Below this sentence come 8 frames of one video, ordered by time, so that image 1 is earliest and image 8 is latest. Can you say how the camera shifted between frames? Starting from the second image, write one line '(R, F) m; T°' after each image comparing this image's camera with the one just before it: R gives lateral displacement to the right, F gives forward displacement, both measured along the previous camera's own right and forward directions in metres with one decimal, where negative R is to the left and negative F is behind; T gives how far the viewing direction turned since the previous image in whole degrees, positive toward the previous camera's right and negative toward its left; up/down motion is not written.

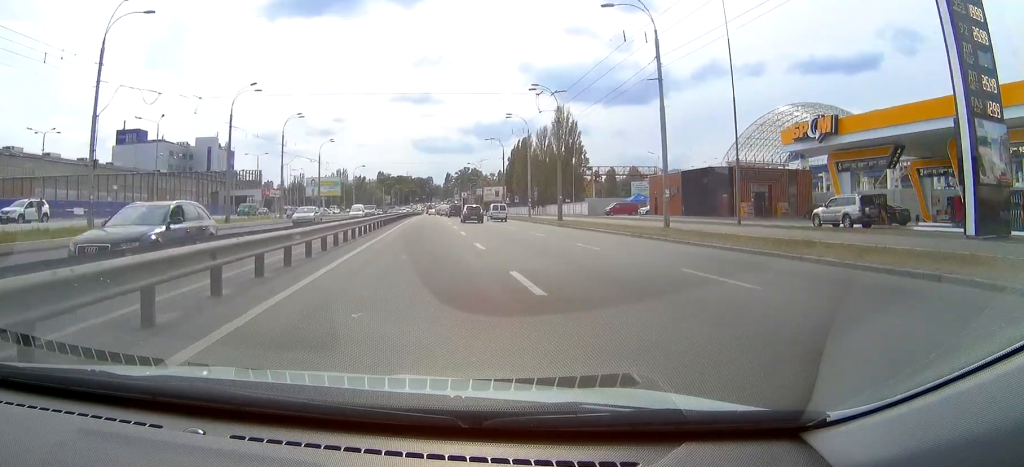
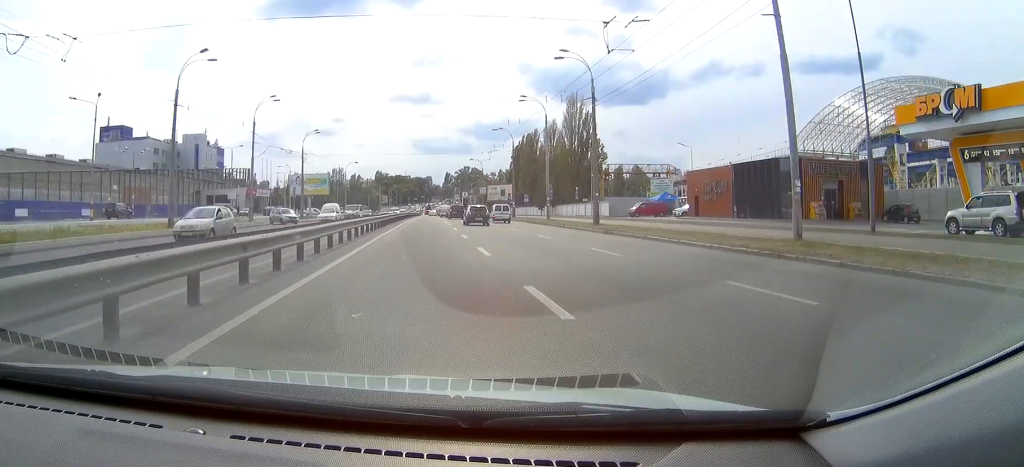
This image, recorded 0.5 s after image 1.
(+0.1, +10.9) m; +1°
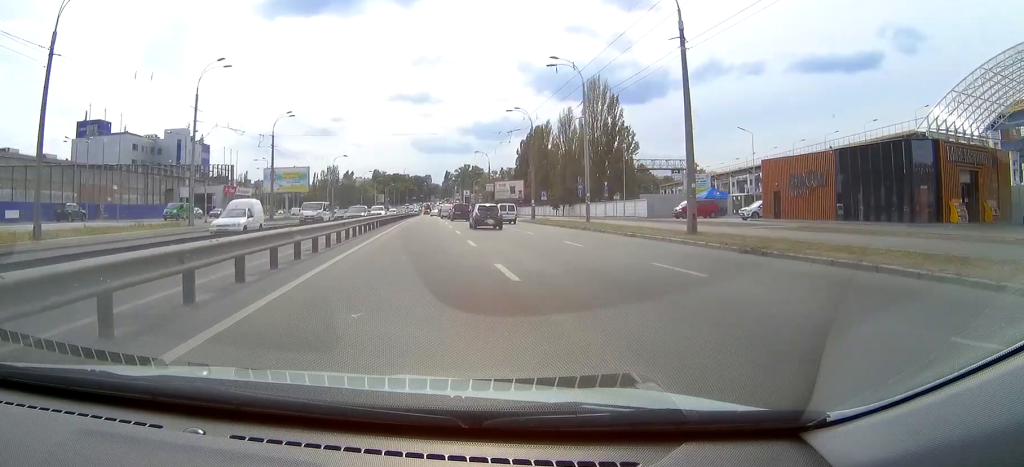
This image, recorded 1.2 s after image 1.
(0.0, +14.2) m; 0°
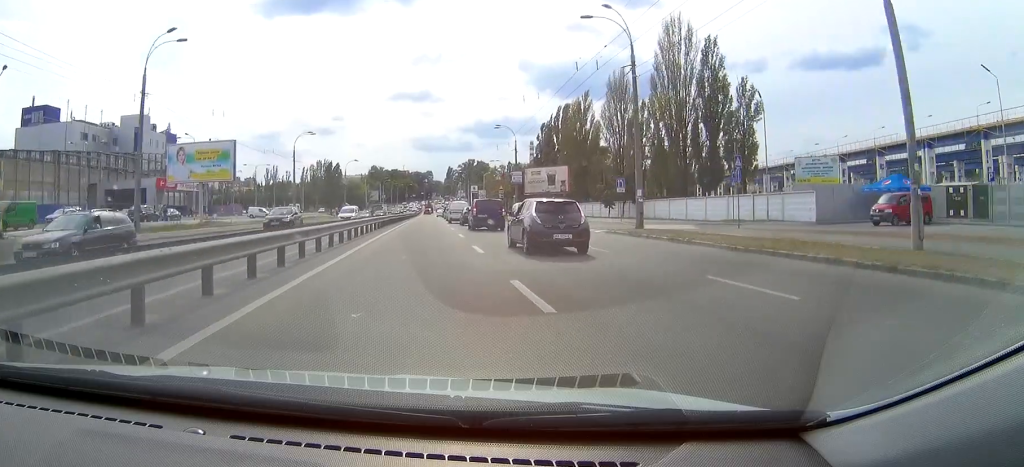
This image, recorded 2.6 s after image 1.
(+0.1, +29.8) m; +1°
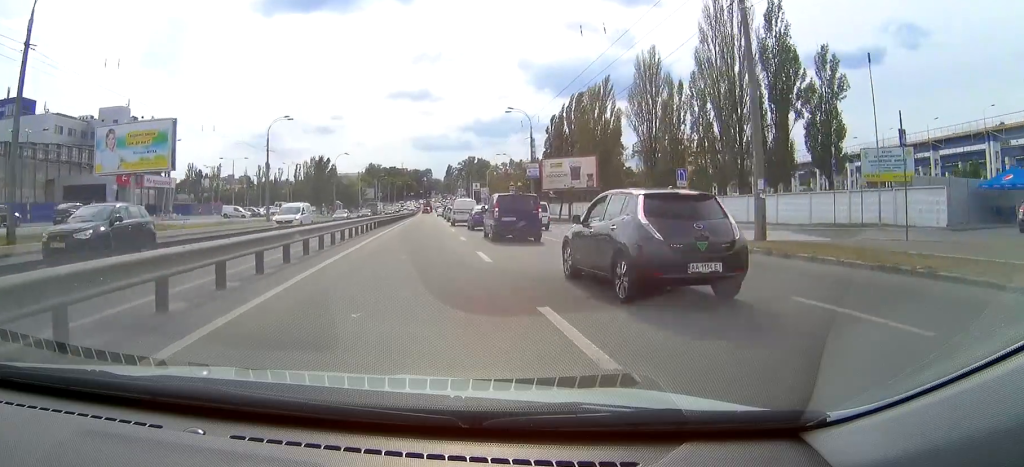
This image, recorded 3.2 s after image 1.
(+0.4, +11.5) m; 0°
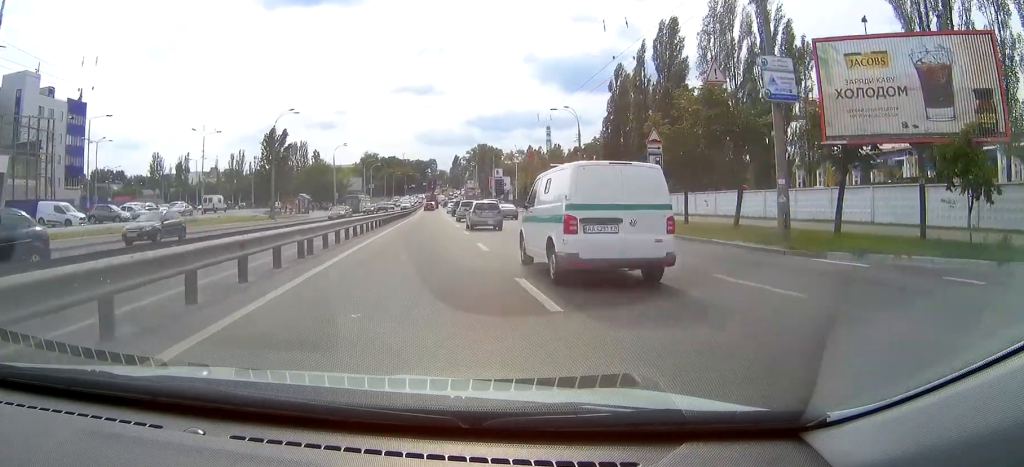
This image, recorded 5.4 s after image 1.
(-1.6, +42.8) m; -1°
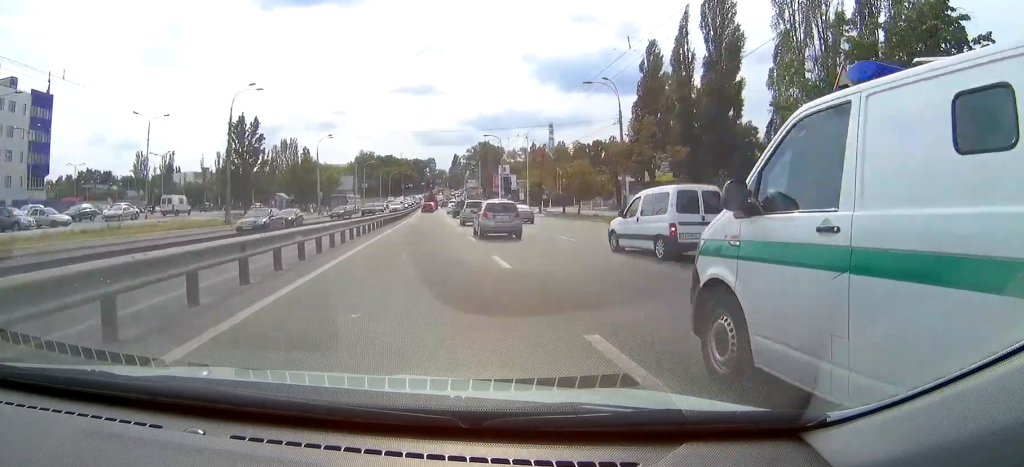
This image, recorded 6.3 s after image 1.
(+0.4, +13.8) m; +2°
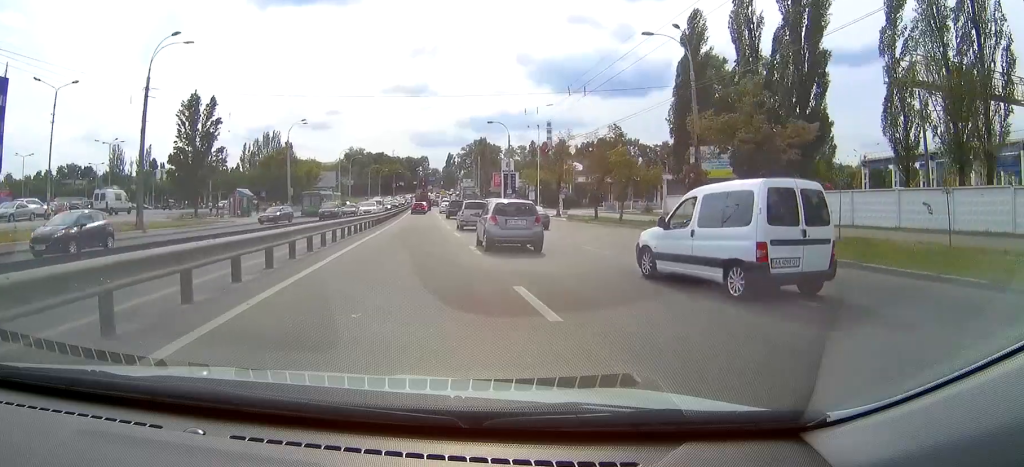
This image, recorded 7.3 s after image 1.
(+0.1, +14.9) m; -2°
